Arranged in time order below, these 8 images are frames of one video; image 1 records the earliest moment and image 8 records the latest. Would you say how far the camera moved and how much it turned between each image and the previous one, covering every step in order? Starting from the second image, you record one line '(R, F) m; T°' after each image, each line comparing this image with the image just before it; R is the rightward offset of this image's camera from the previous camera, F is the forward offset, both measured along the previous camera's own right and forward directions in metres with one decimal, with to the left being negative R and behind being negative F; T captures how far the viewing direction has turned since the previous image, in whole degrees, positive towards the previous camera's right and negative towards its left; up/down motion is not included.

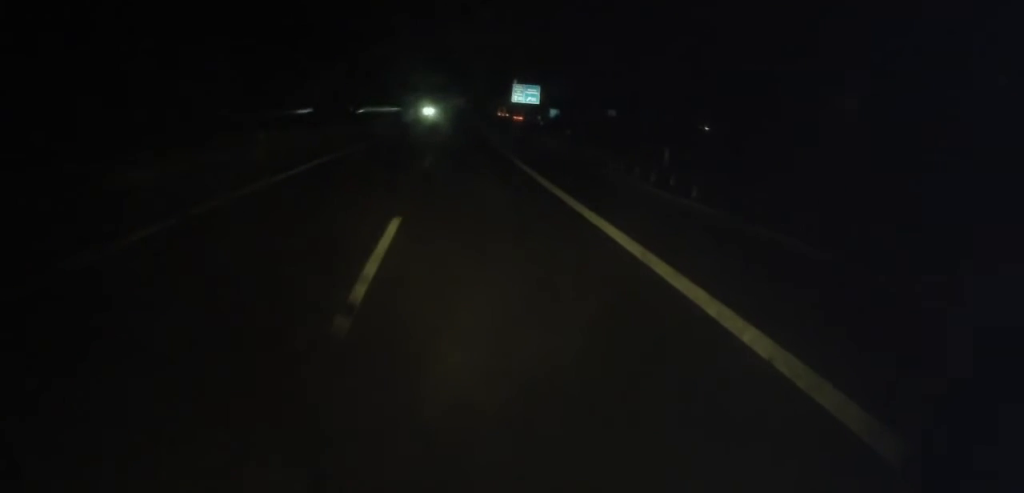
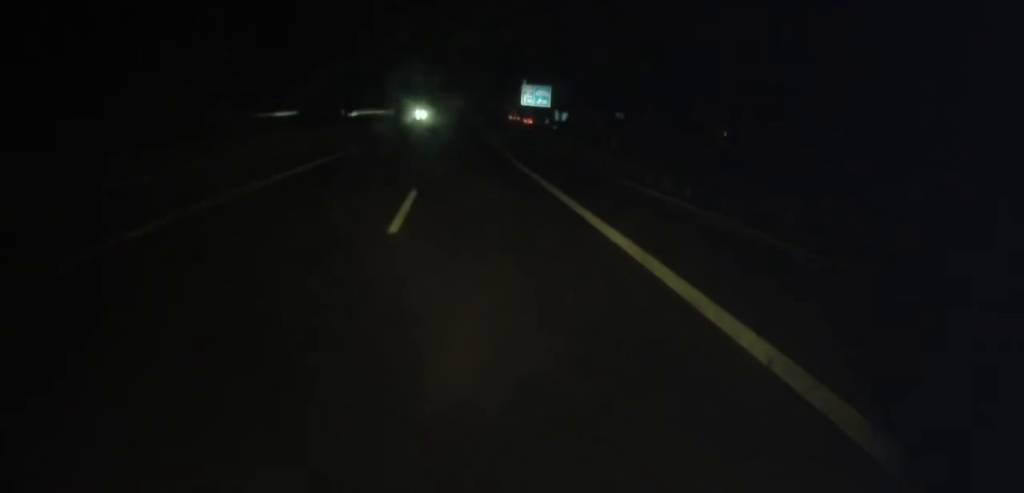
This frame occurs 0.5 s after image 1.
(0.0, +13.3) m; 0°
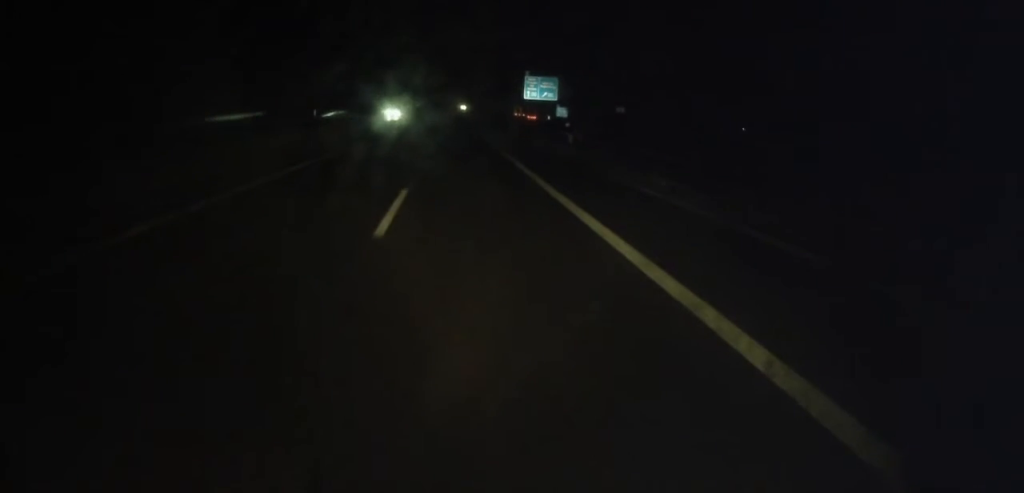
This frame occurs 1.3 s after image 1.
(+0.2, +18.3) m; 0°
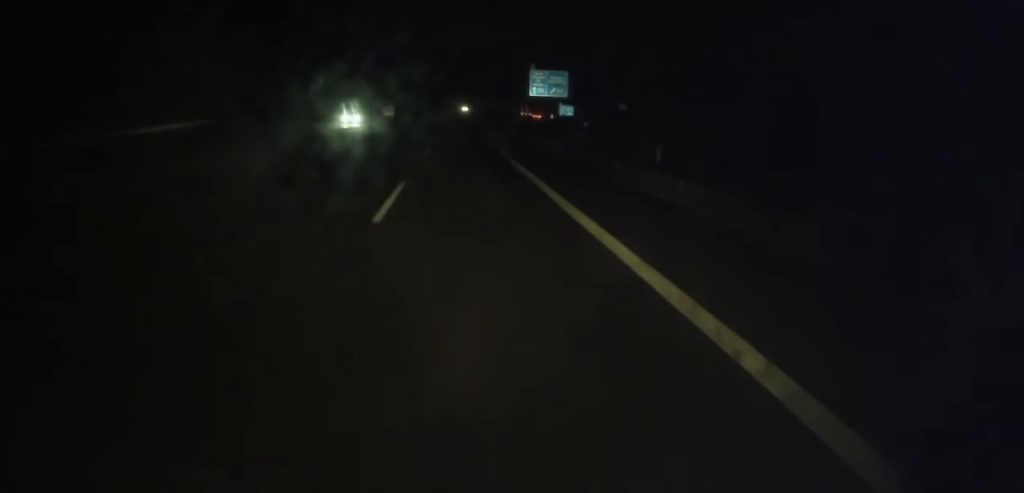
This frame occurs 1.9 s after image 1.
(-0.2, +16.7) m; -1°
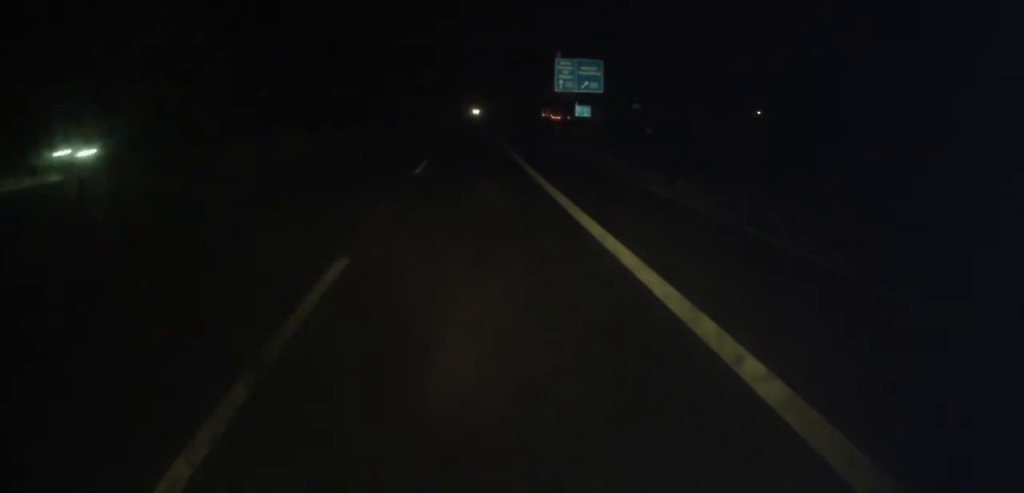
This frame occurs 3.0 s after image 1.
(-0.1, +26.7) m; 0°
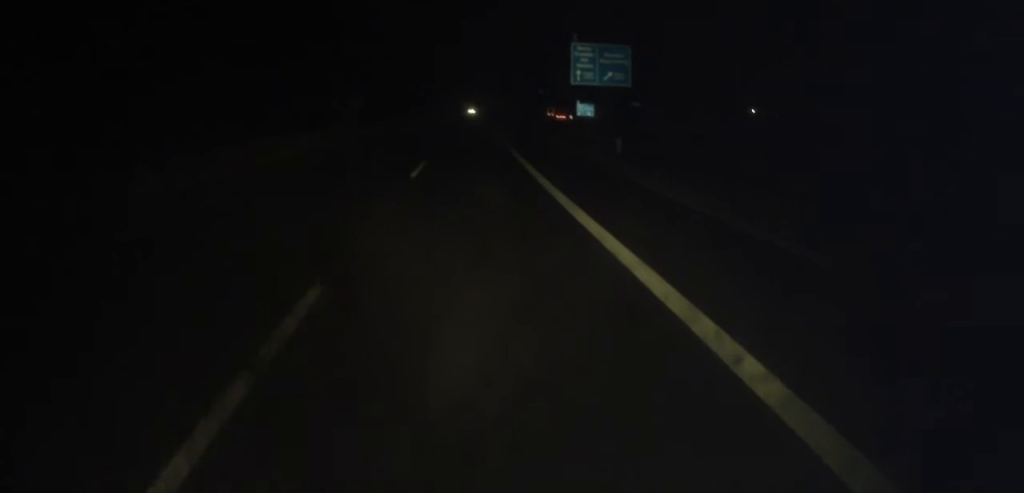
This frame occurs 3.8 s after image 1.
(0.0, +19.3) m; +1°
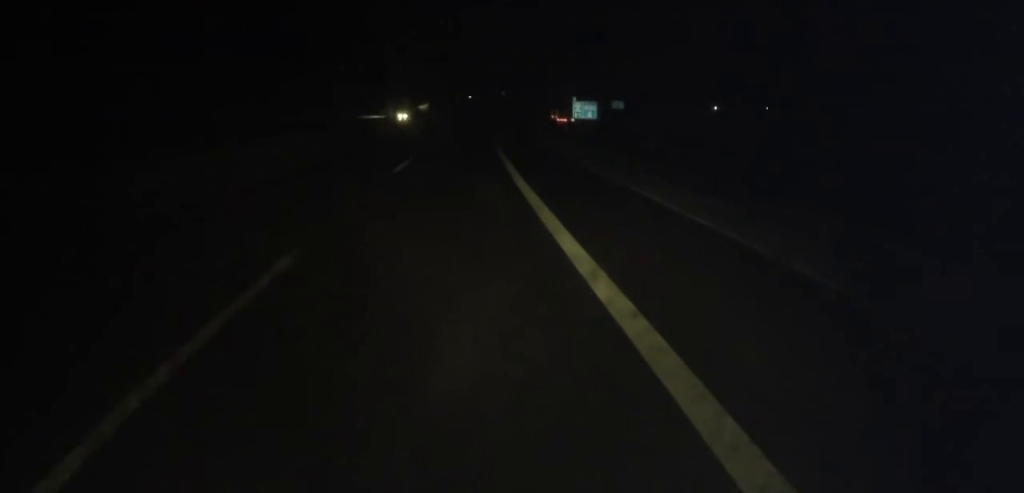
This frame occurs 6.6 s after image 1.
(+1.1, +70.2) m; +2°
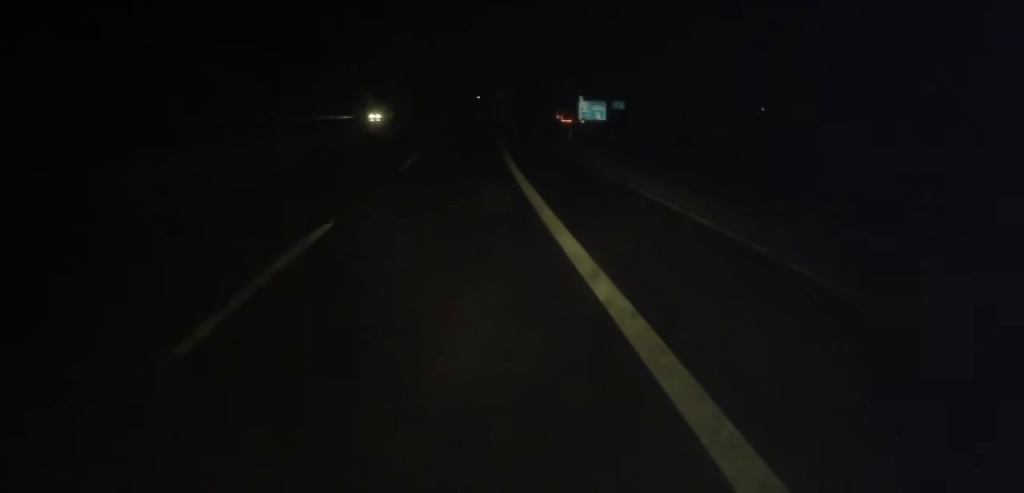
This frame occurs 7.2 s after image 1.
(-0.2, +15.8) m; +1°
